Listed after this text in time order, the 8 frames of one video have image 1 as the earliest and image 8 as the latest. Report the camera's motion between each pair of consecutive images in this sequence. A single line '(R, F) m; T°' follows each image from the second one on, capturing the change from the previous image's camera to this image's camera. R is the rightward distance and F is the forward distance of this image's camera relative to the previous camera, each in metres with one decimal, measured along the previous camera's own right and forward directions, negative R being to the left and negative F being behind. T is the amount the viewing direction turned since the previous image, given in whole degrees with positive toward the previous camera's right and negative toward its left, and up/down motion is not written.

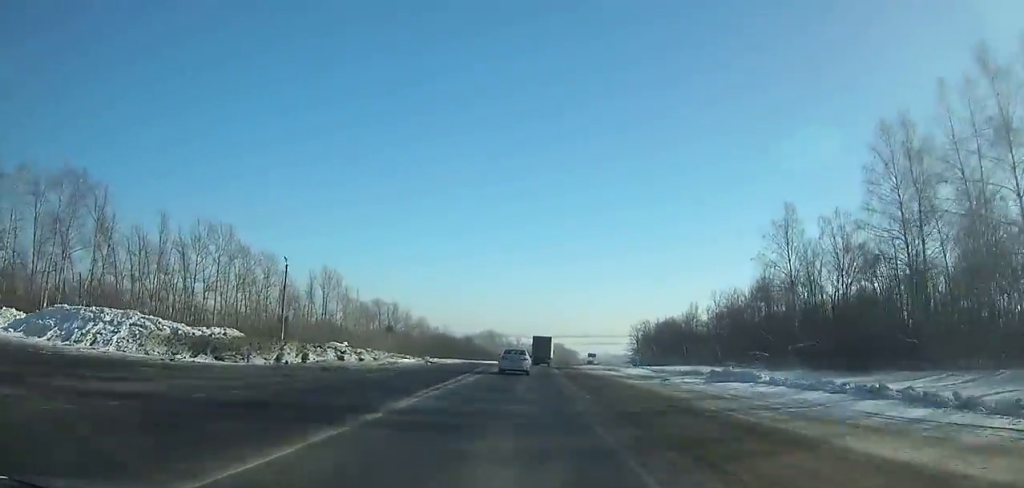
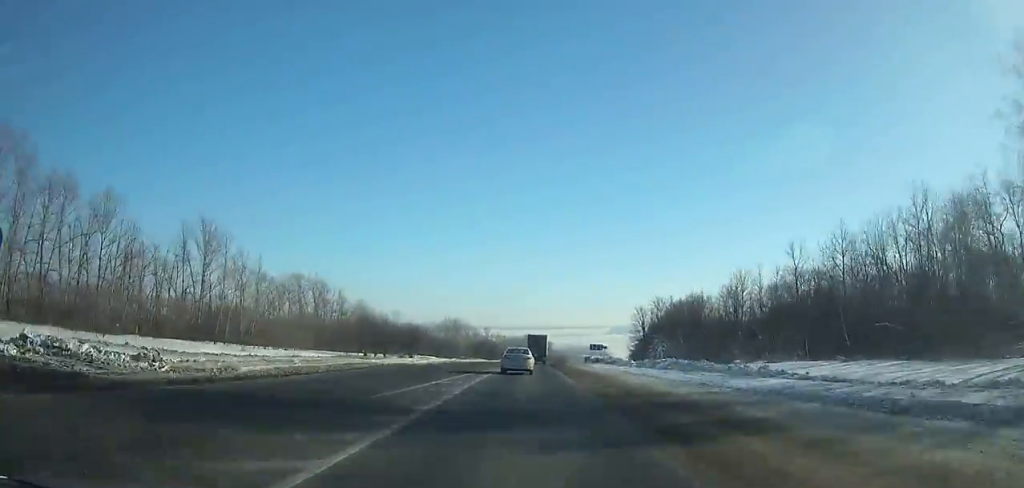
(+0.4, +47.3) m; +2°
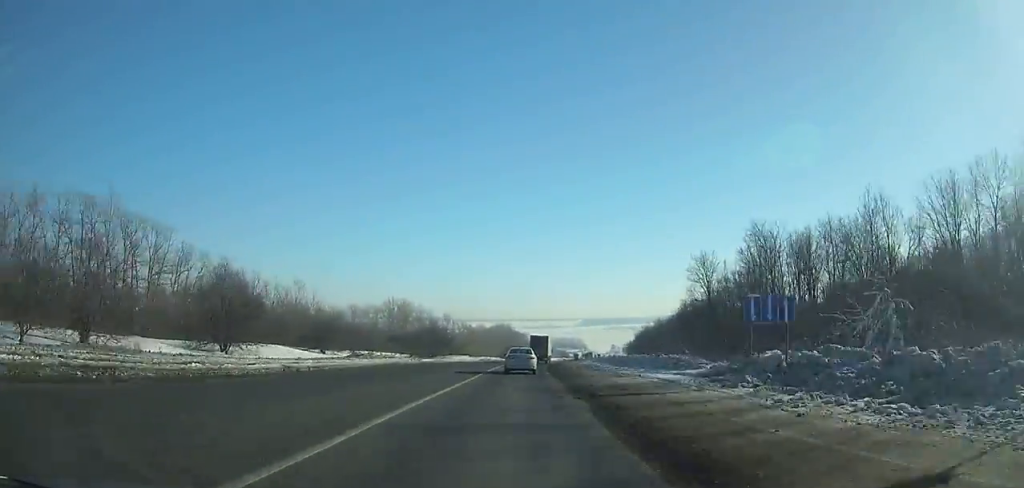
(+2.0, +67.2) m; +3°
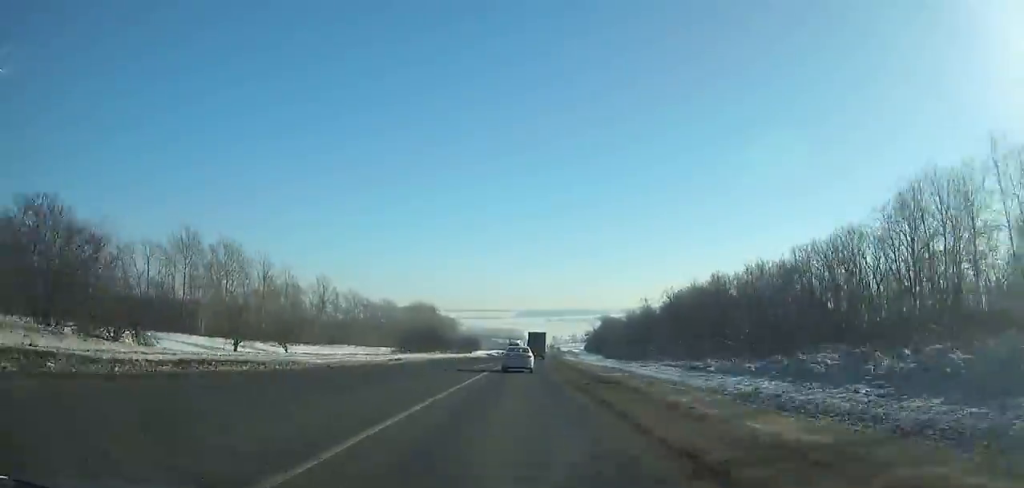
(+5.1, +102.3) m; +6°
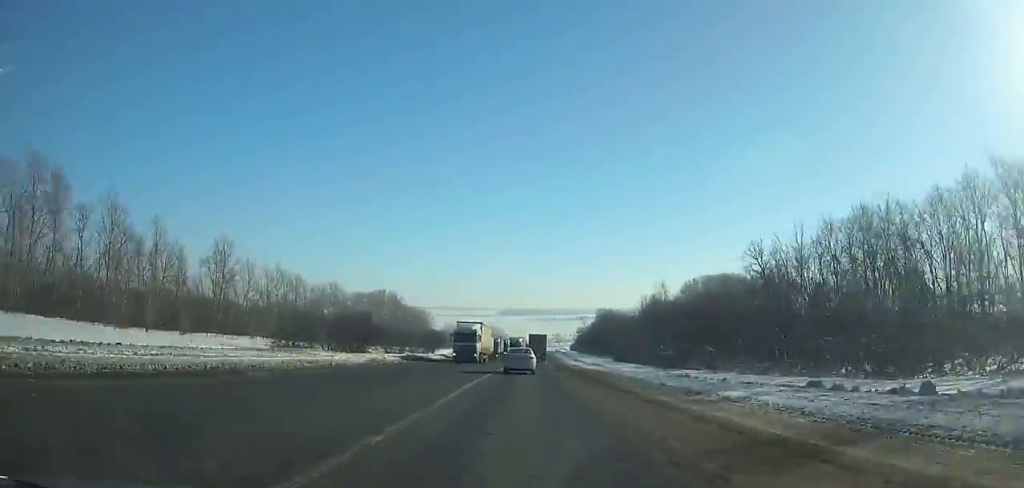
(+1.2, +50.7) m; +2°
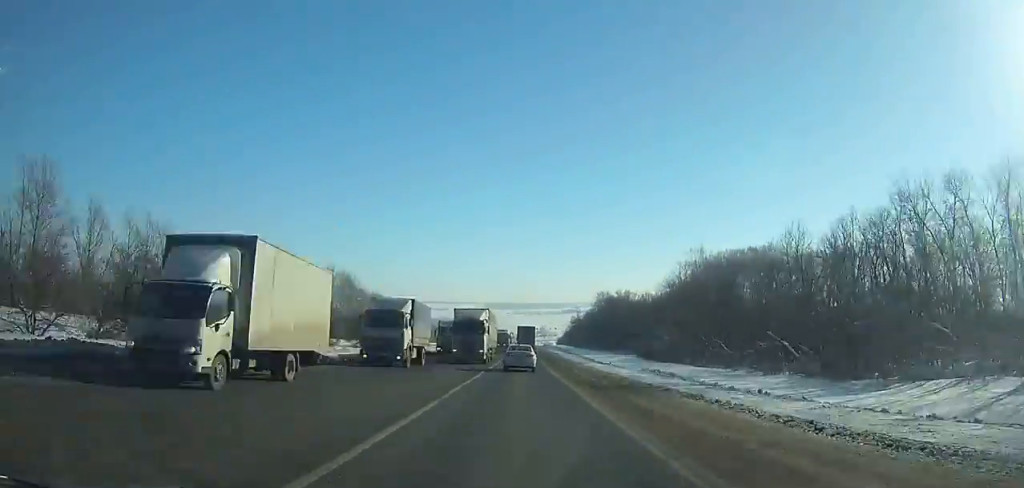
(+0.6, +49.1) m; +1°
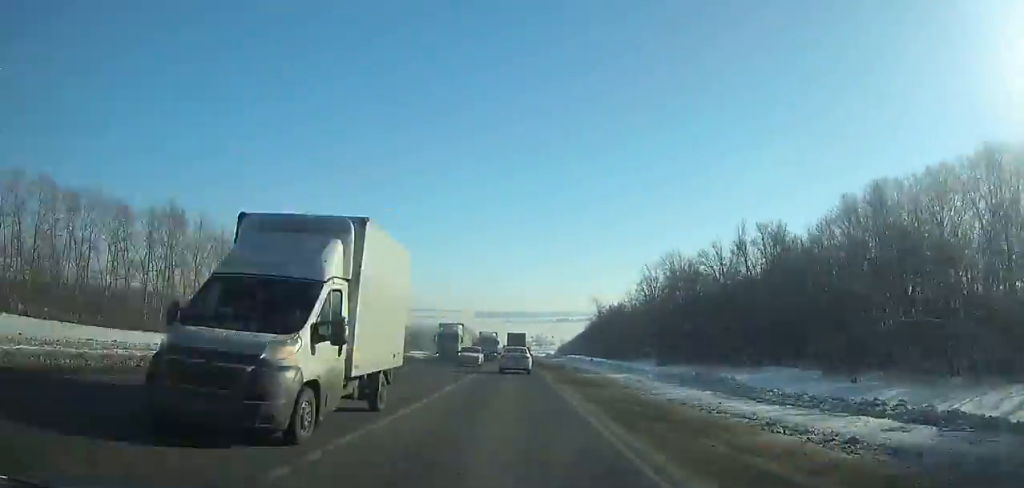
(+0.6, +92.9) m; 0°
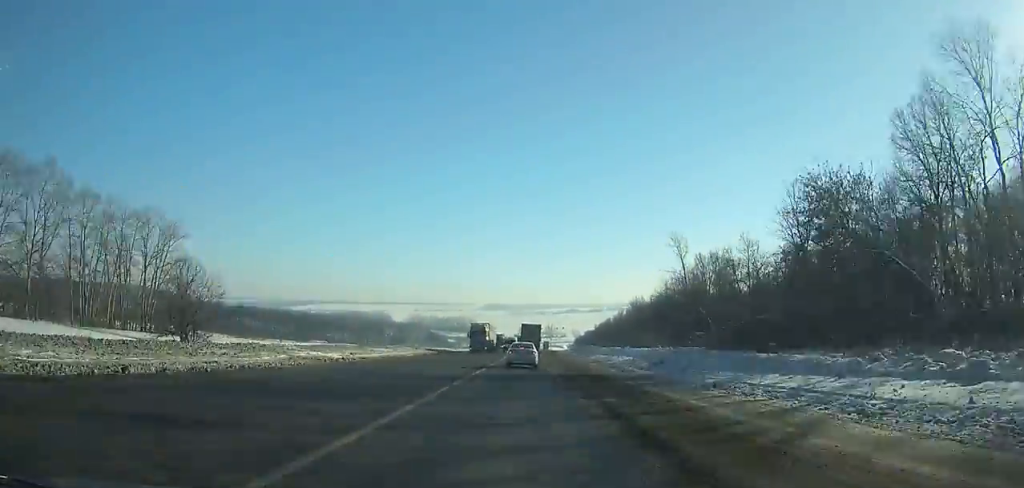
(-0.1, +94.0) m; +1°
